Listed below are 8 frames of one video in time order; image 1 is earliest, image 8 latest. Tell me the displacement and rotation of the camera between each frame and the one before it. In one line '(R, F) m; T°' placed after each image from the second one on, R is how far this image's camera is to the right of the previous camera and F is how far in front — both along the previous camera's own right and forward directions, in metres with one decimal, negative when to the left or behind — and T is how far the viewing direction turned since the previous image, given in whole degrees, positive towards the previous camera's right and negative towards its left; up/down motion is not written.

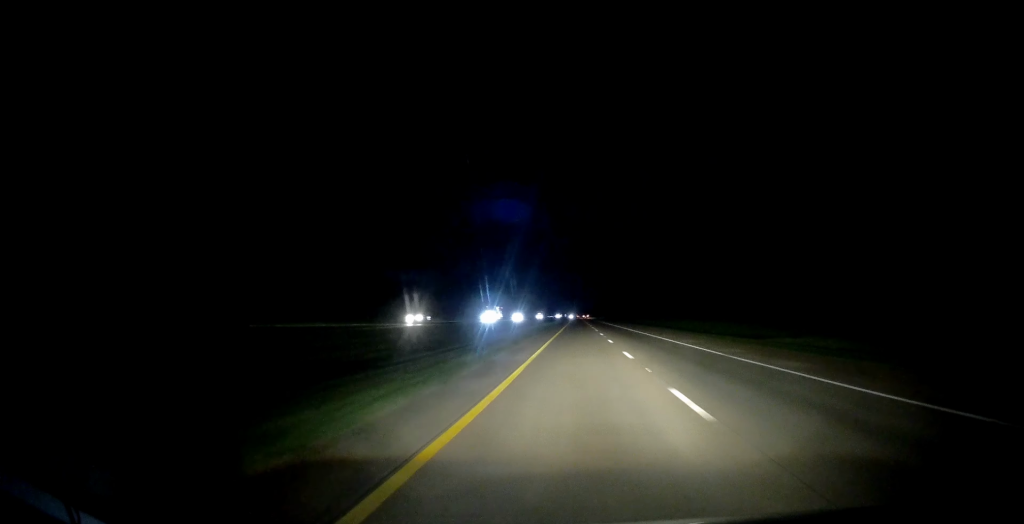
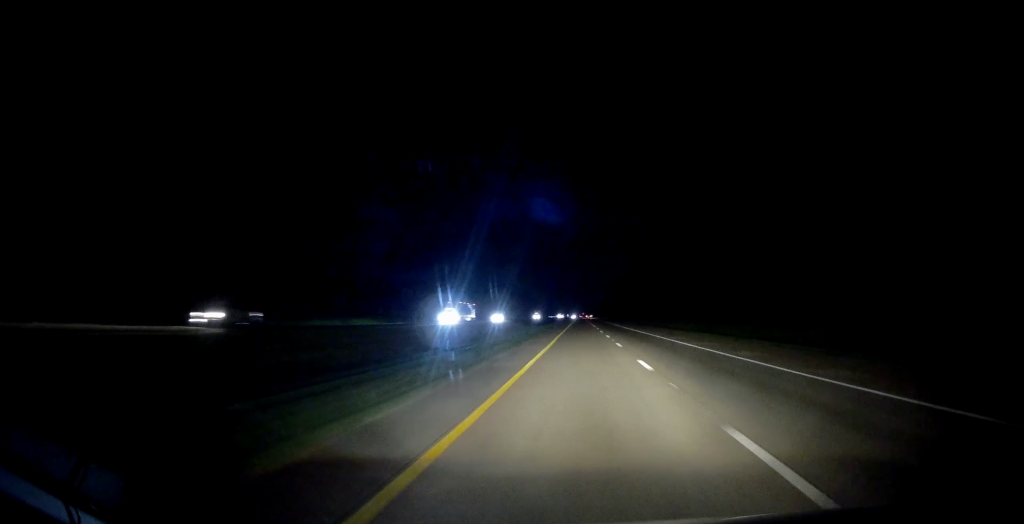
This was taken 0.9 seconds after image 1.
(-0.3, +28.4) m; -1°
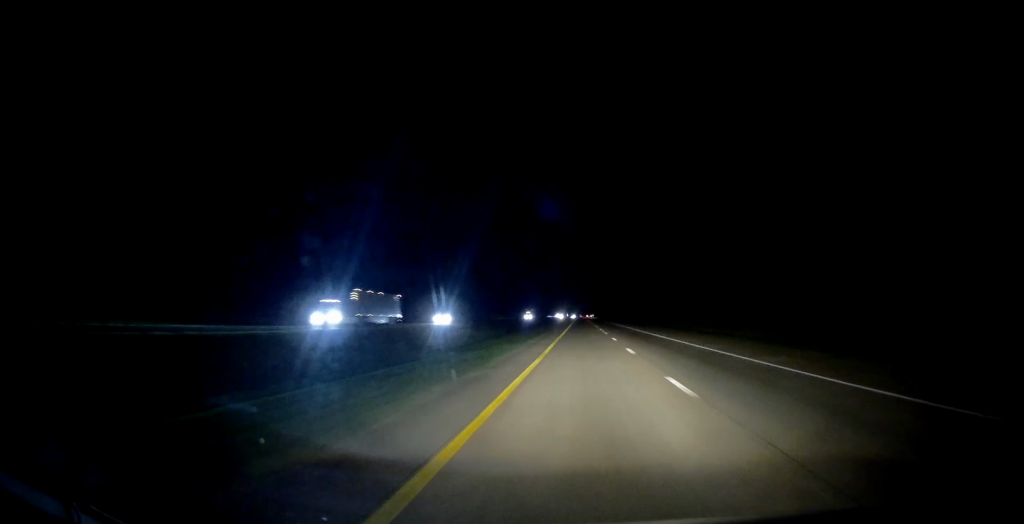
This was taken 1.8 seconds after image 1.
(-0.2, +29.5) m; 0°
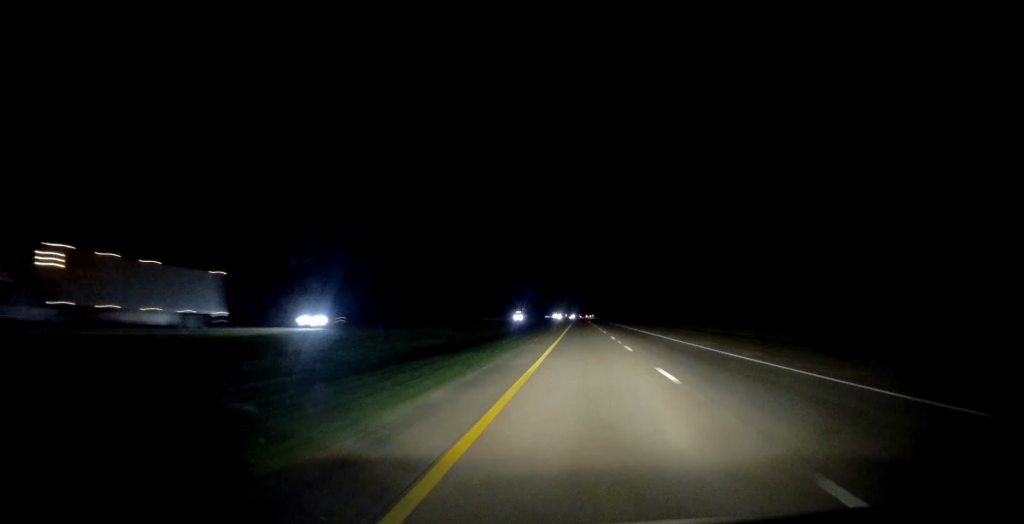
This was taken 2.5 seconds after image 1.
(0.0, +23.0) m; 0°
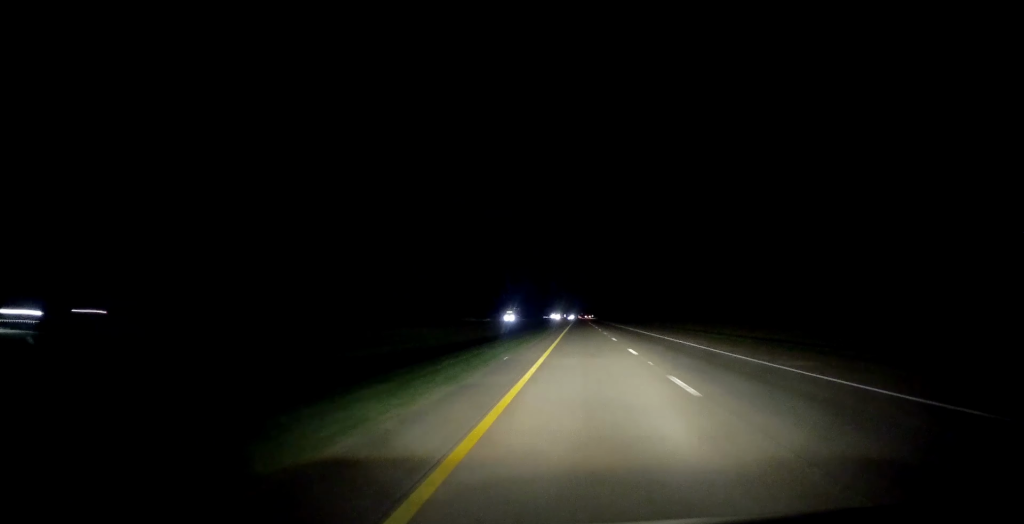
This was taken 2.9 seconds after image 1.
(0.0, +14.3) m; 0°
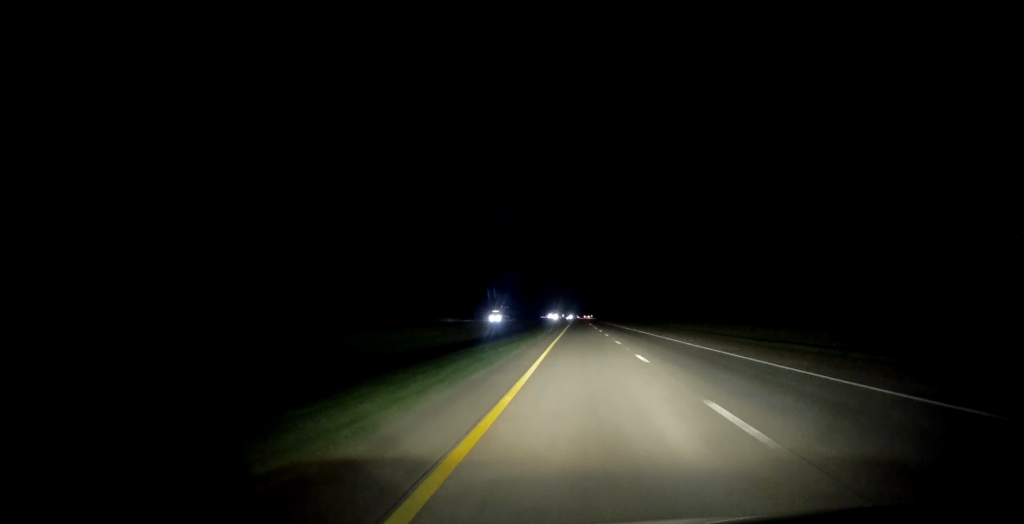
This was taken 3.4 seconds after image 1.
(+0.1, +16.5) m; 0°
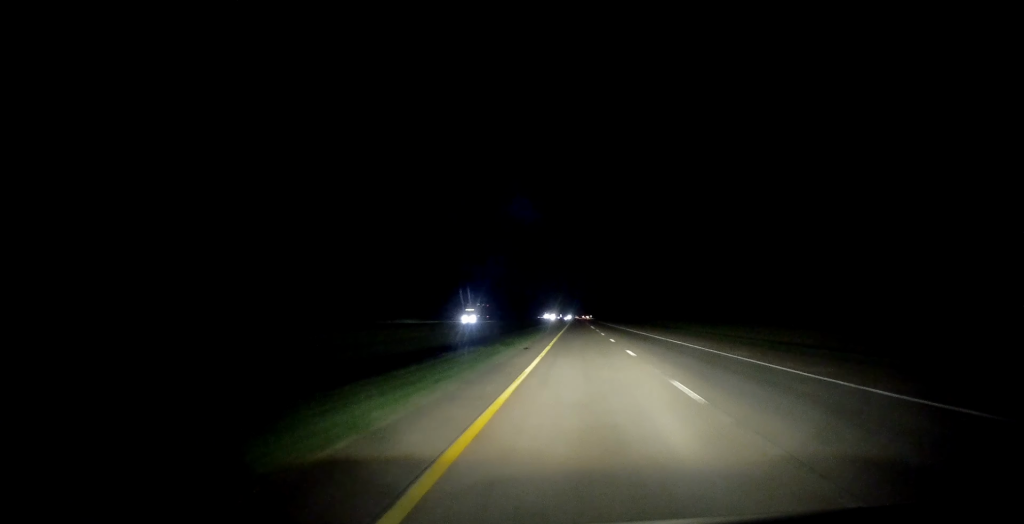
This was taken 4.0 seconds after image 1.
(+0.1, +20.9) m; 0°
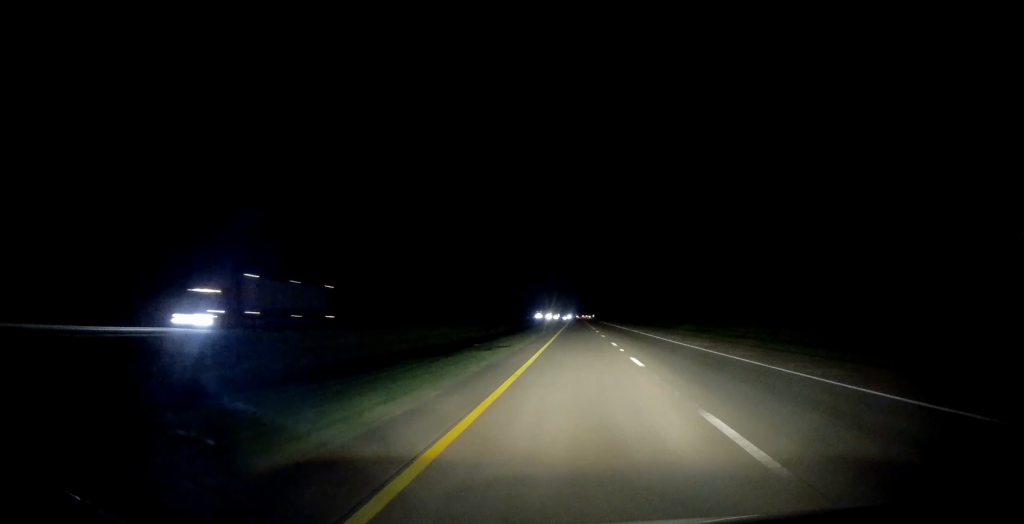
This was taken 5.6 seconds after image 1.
(-0.6, +52.8) m; 0°
